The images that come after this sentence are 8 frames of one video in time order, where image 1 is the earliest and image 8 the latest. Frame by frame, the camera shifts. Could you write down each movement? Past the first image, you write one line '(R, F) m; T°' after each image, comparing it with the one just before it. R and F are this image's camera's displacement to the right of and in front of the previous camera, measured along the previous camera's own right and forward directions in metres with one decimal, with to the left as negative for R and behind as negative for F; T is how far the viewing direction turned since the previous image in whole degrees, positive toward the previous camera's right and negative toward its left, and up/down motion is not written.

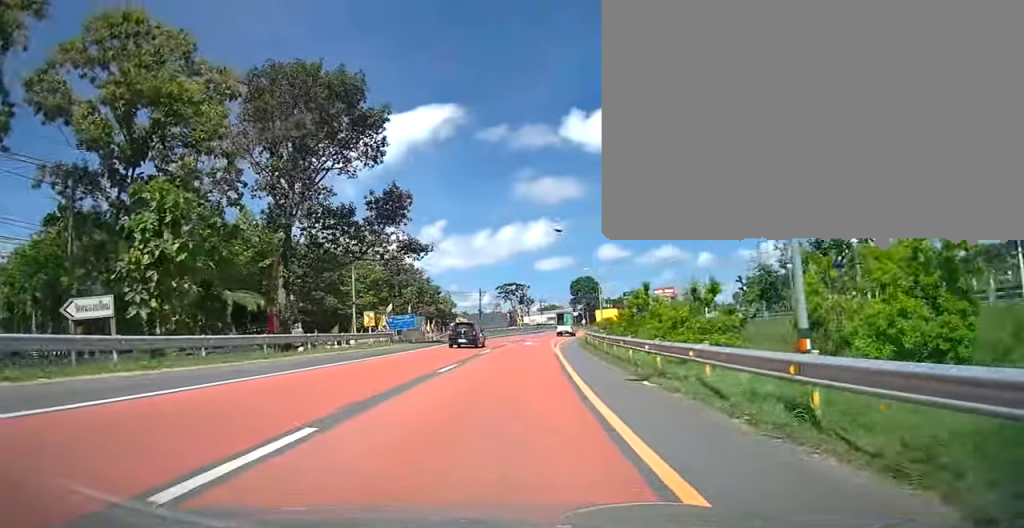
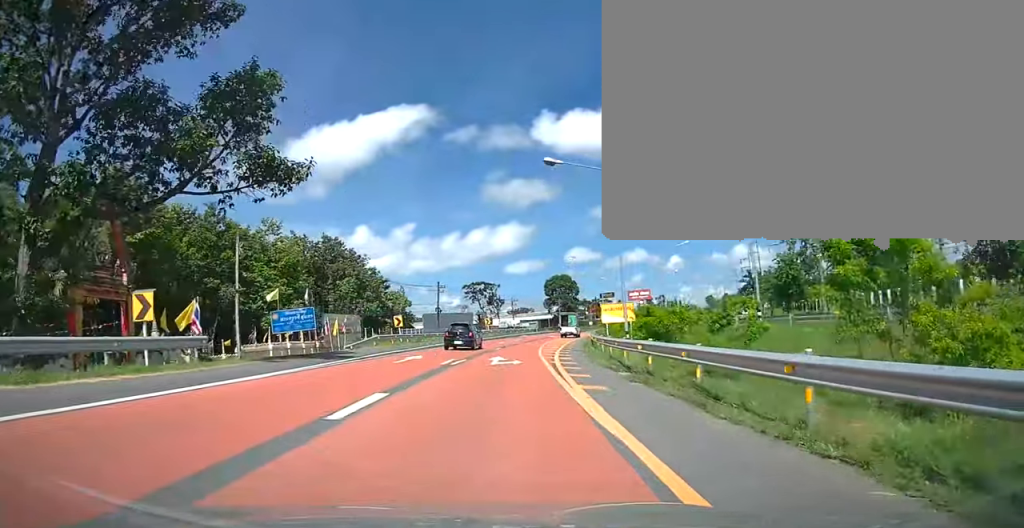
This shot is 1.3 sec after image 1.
(+0.7, +20.1) m; +5°
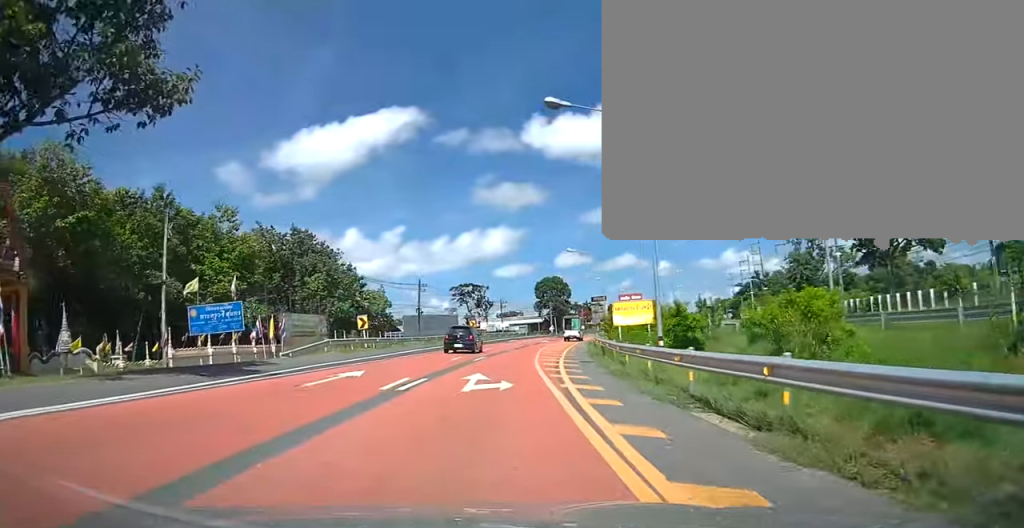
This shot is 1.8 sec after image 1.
(+0.3, +7.6) m; +2°
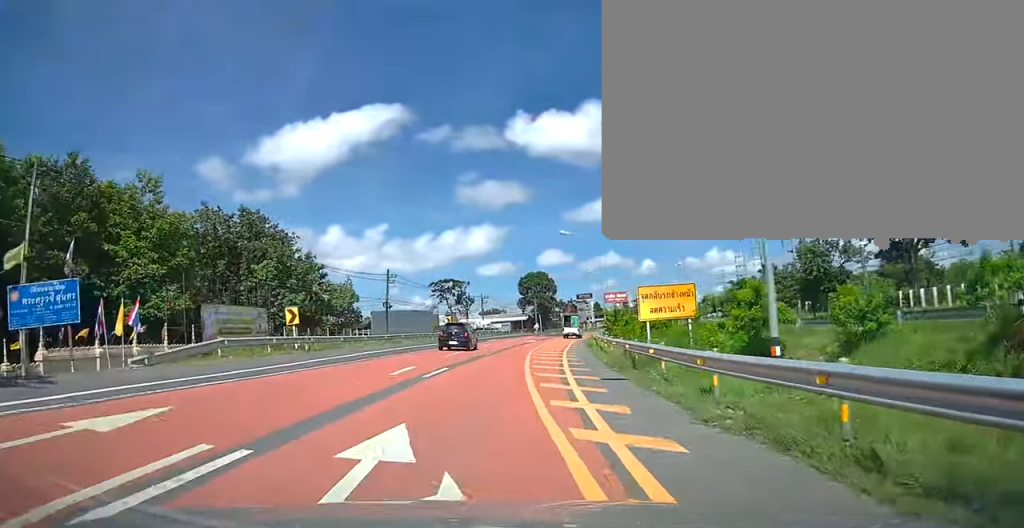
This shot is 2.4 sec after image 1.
(+0.1, +9.4) m; +1°
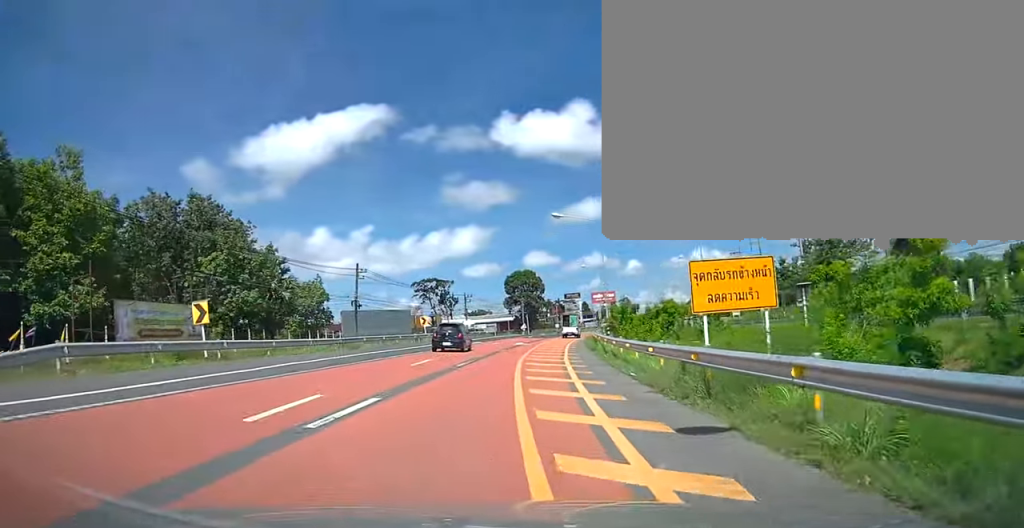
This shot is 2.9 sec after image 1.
(0.0, +7.4) m; 0°
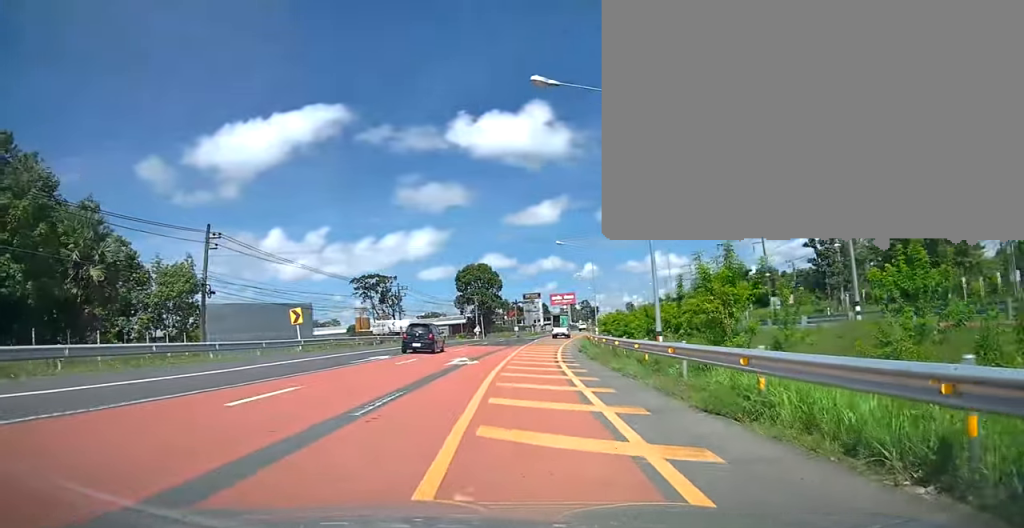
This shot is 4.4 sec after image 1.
(+0.9, +22.6) m; +5°
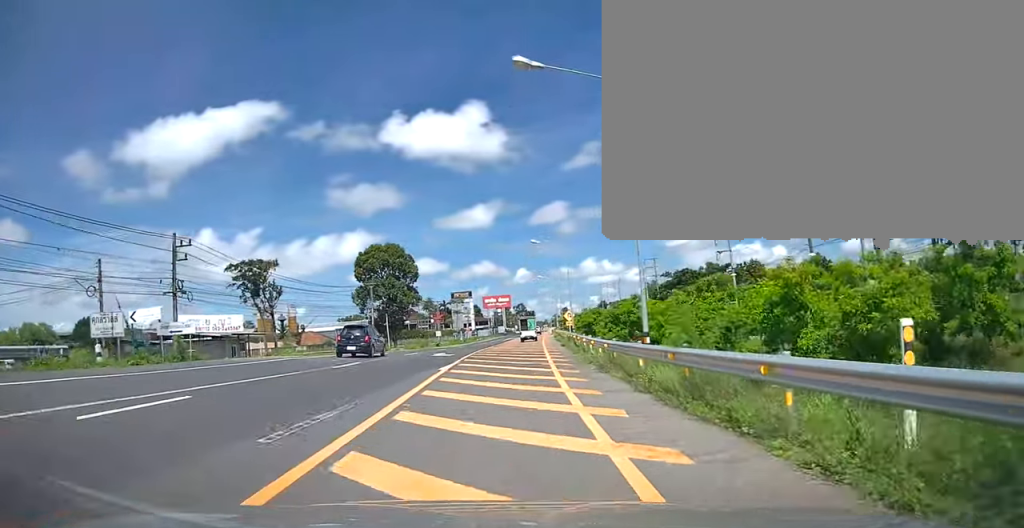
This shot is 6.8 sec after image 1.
(+2.9, +37.6) m; +8°
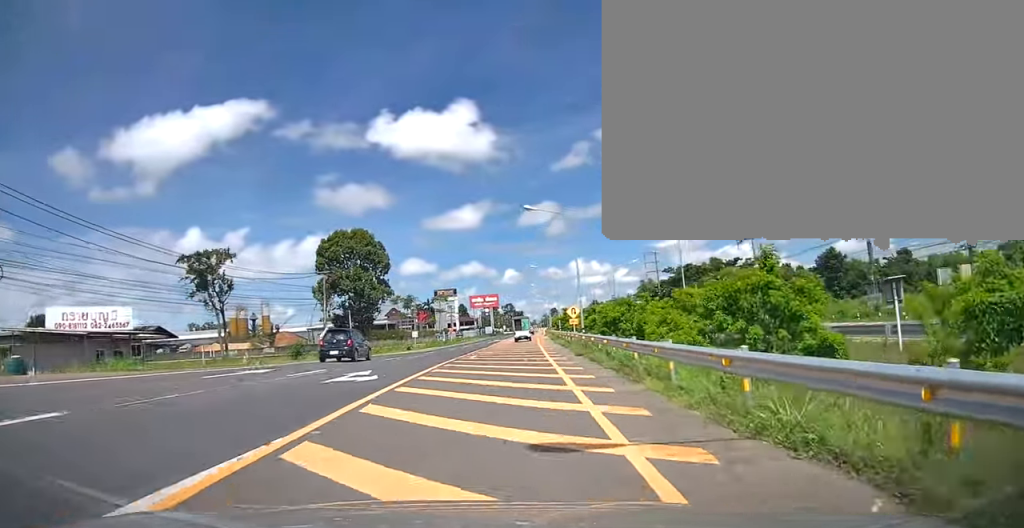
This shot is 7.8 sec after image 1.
(-0.3, +14.8) m; -1°
